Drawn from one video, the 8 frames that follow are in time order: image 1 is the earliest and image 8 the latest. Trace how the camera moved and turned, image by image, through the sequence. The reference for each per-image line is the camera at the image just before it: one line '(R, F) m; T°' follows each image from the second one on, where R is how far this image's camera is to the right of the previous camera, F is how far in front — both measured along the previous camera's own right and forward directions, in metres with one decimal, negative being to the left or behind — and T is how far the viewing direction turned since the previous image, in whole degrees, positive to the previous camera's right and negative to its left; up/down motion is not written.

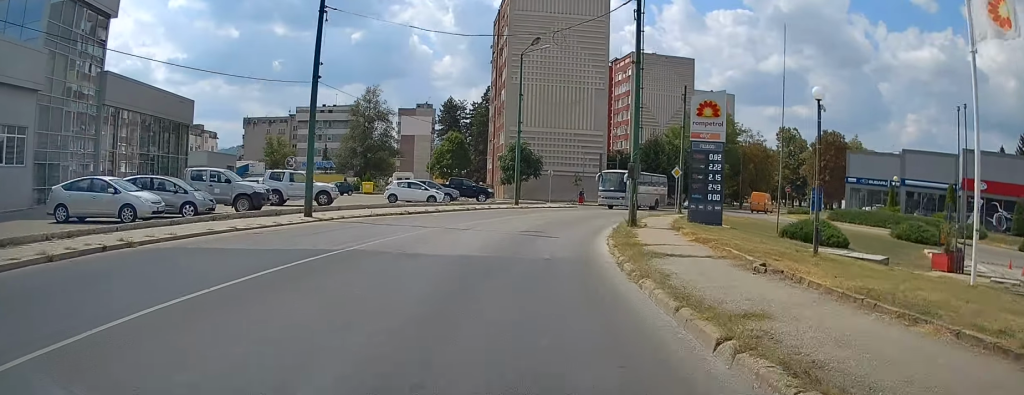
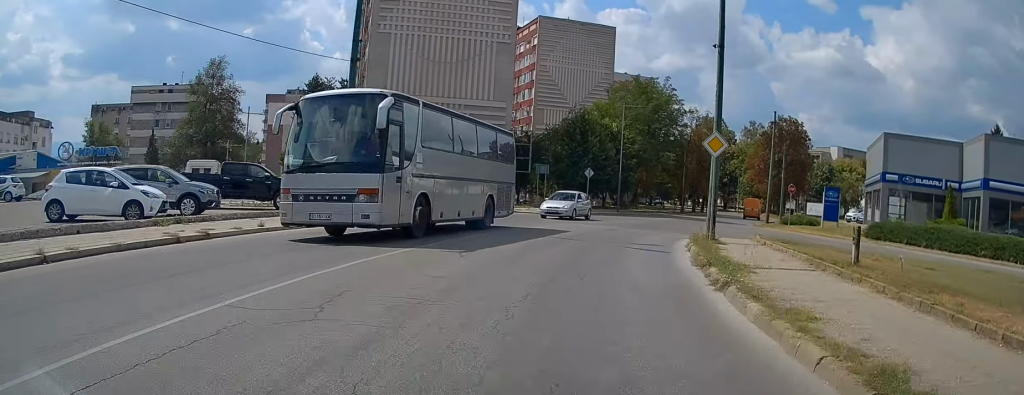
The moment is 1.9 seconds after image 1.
(+0.9, +26.2) m; +6°
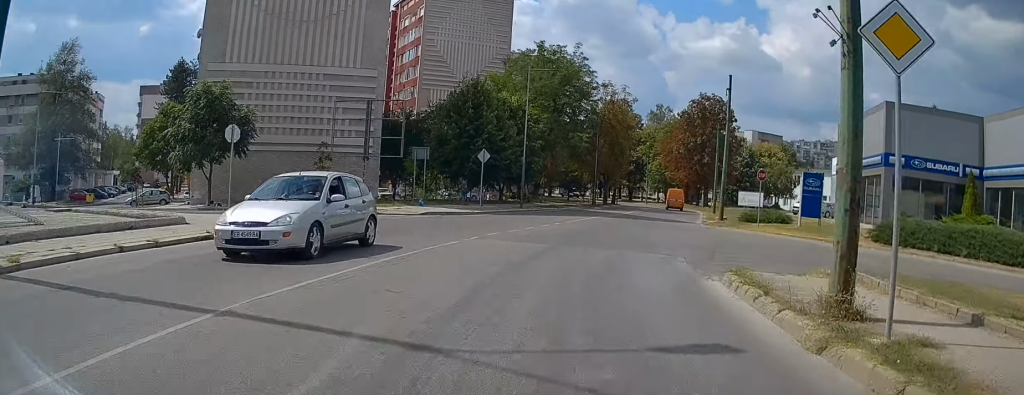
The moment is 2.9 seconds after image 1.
(+0.5, +13.6) m; +5°
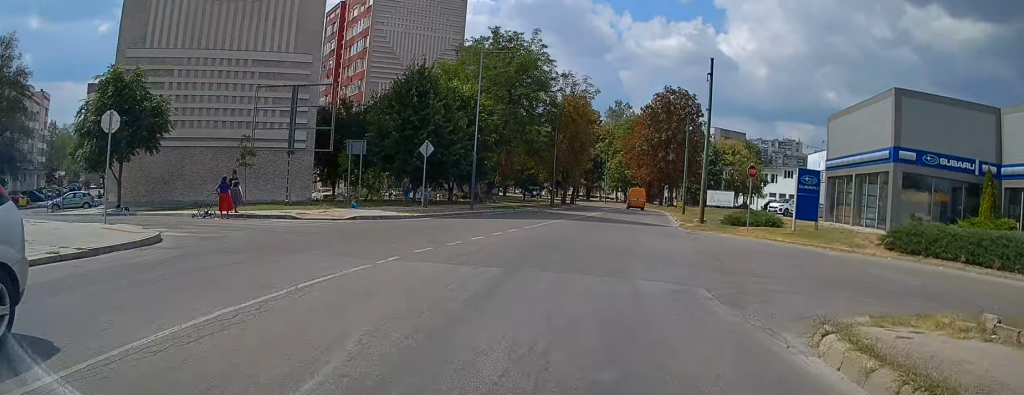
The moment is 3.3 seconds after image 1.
(+0.1, +5.3) m; +3°
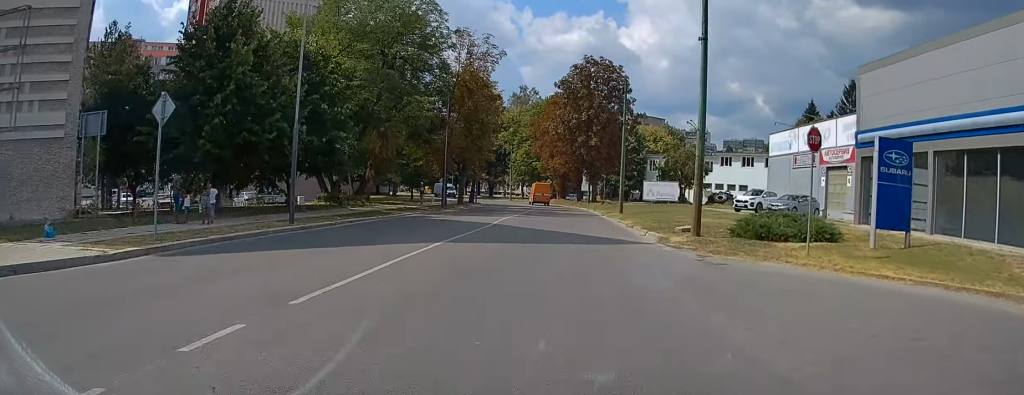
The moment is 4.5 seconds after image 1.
(+1.2, +15.9) m; +10°
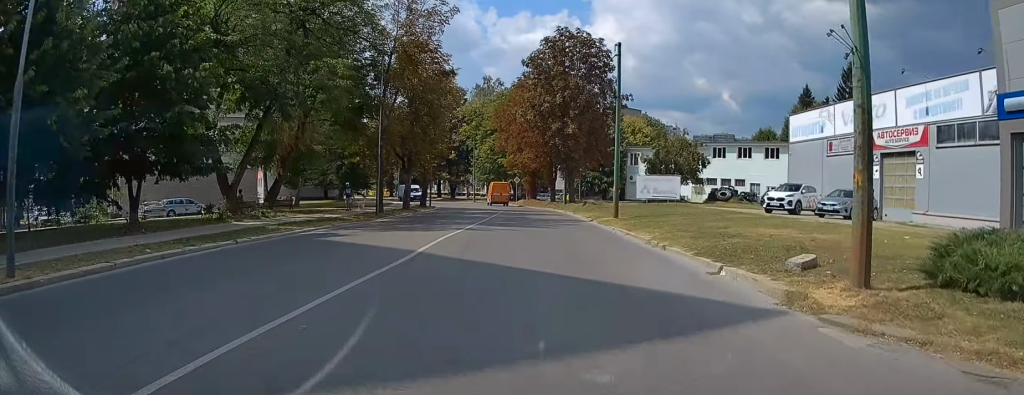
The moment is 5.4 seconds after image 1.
(+0.8, +11.9) m; +5°
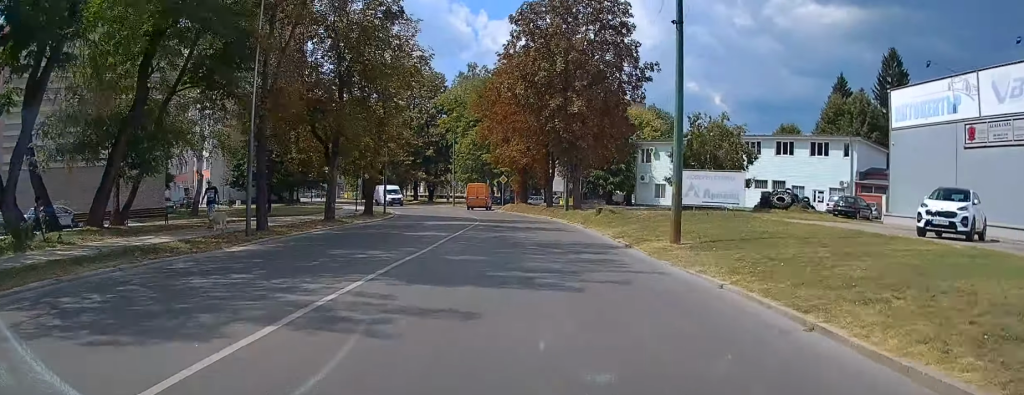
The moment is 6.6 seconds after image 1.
(+0.6, +15.8) m; +3°
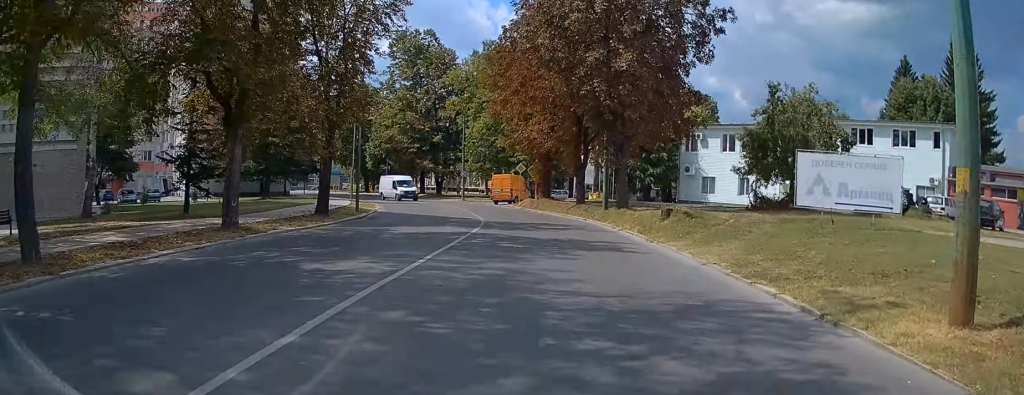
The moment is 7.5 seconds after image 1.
(+0.2, +12.1) m; +1°
